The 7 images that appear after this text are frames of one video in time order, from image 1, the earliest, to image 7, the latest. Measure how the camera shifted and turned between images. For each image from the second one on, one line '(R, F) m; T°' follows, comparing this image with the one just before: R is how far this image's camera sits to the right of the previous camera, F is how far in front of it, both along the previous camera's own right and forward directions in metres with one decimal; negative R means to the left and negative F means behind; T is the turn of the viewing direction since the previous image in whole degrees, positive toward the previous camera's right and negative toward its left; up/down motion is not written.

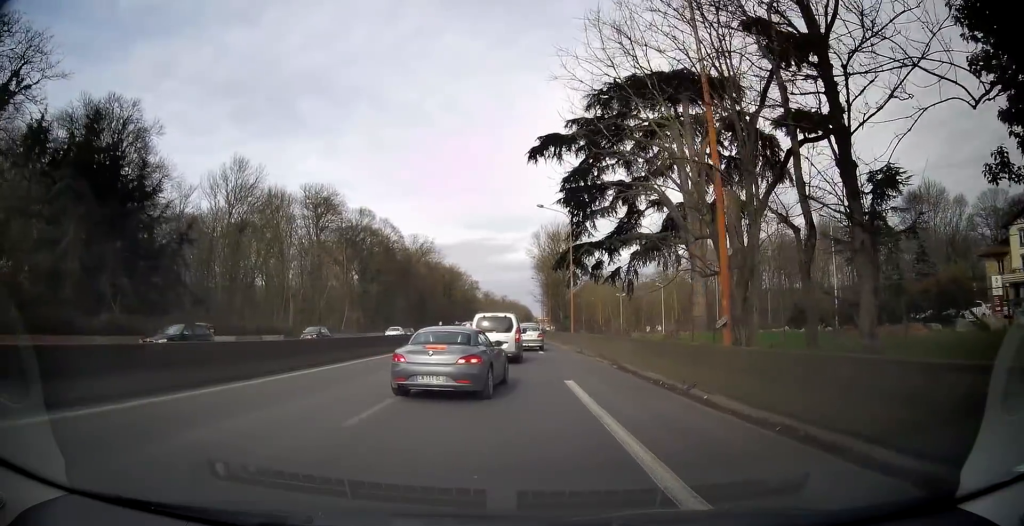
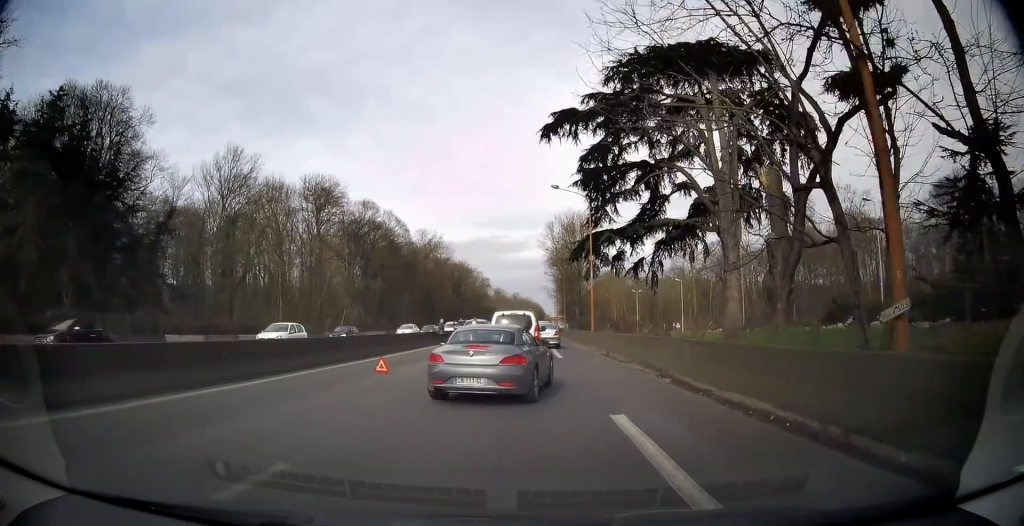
(0.0, +4.5) m; +2°
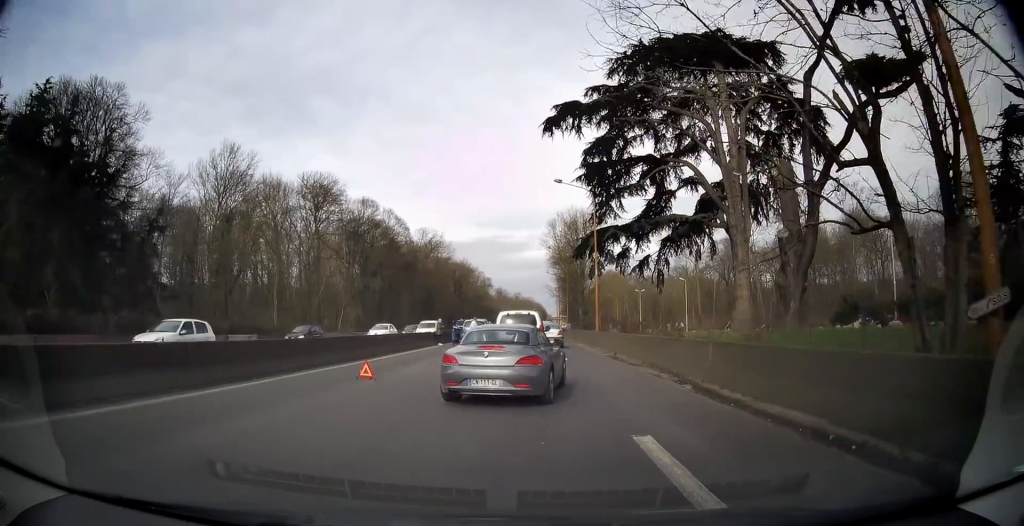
(0.0, +1.4) m; +1°
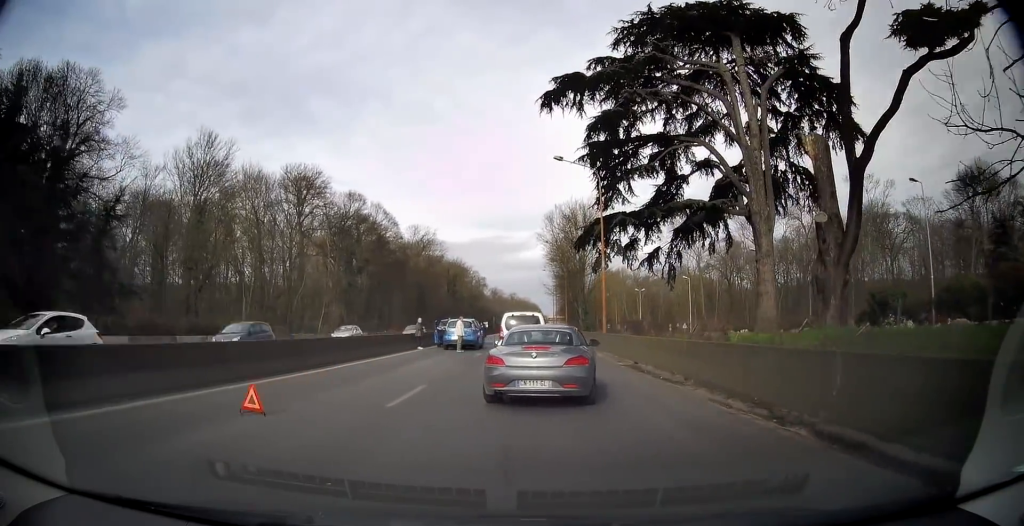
(+0.1, +4.9) m; 0°
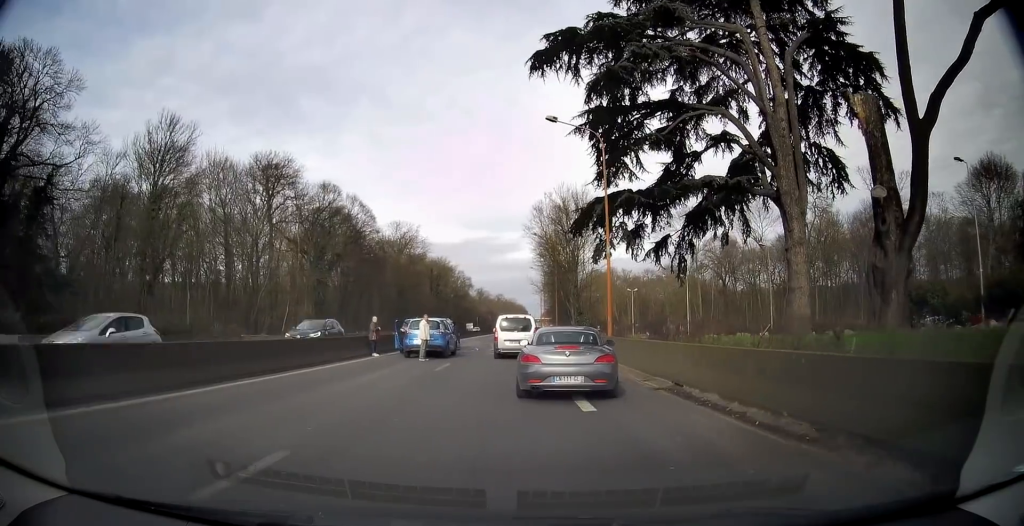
(-0.1, +5.9) m; -1°
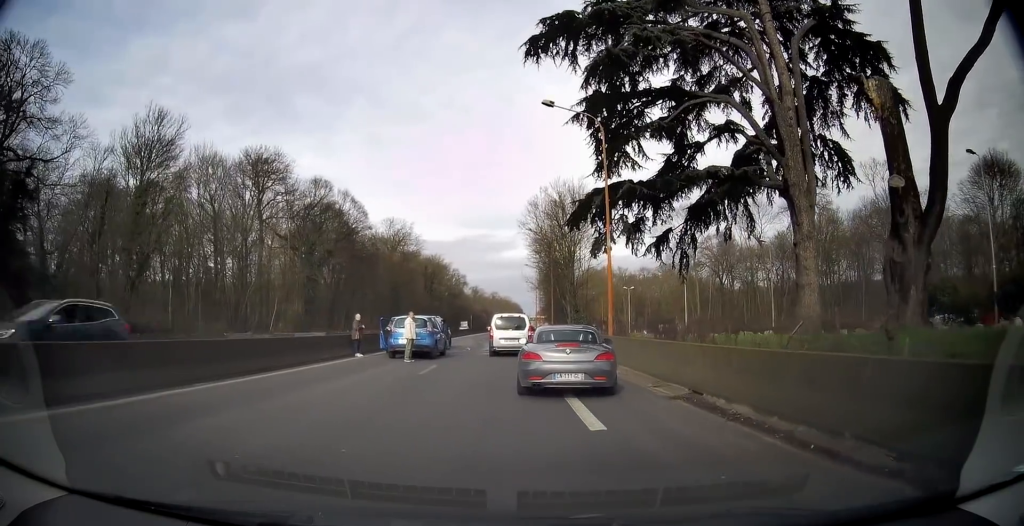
(0.0, +1.5) m; 0°
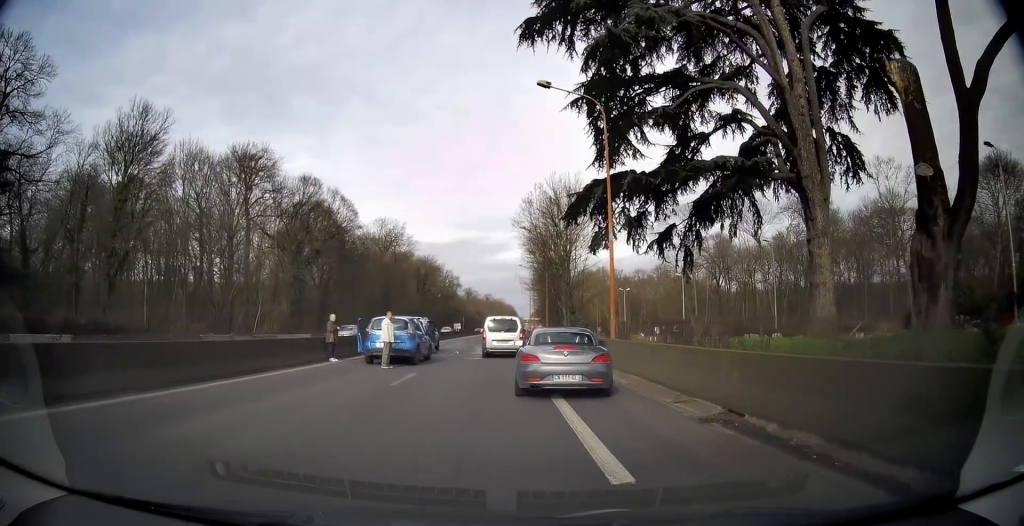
(0.0, +2.0) m; 0°
